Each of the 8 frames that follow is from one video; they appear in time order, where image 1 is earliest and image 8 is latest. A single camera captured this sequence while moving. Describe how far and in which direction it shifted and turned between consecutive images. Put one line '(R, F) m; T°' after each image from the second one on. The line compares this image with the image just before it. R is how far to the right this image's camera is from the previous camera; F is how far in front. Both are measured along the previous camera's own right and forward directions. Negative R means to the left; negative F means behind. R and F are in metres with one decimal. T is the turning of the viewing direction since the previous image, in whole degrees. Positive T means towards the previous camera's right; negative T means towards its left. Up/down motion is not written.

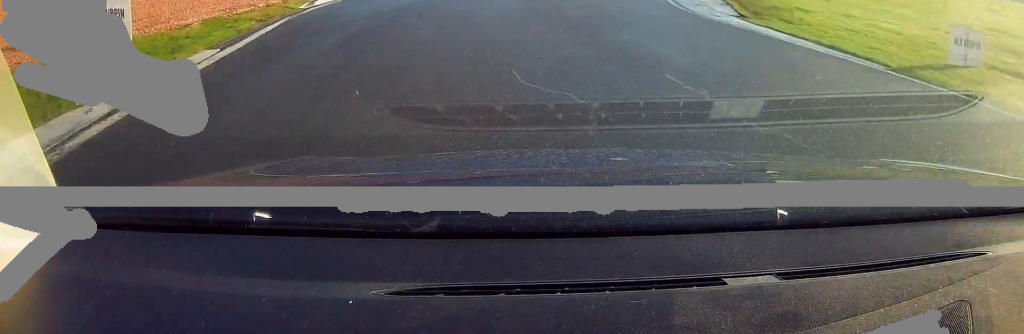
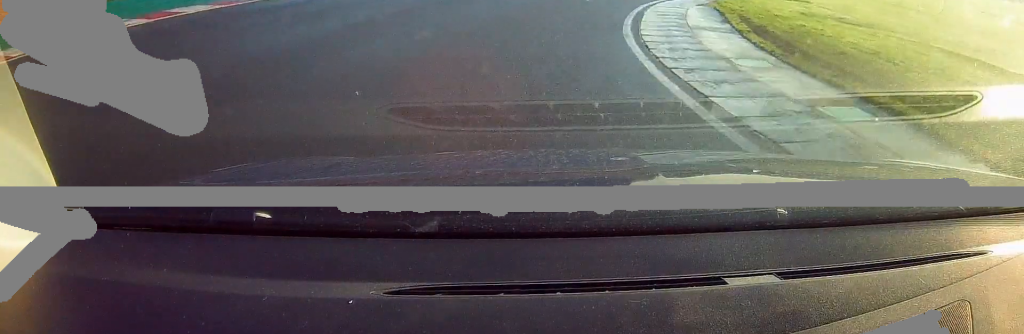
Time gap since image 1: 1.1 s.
(+1.9, +18.2) m; +12°
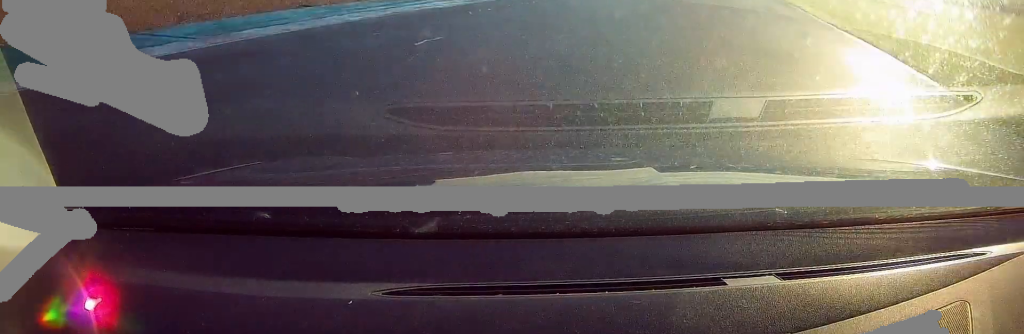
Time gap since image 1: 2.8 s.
(+4.3, +29.5) m; +16°
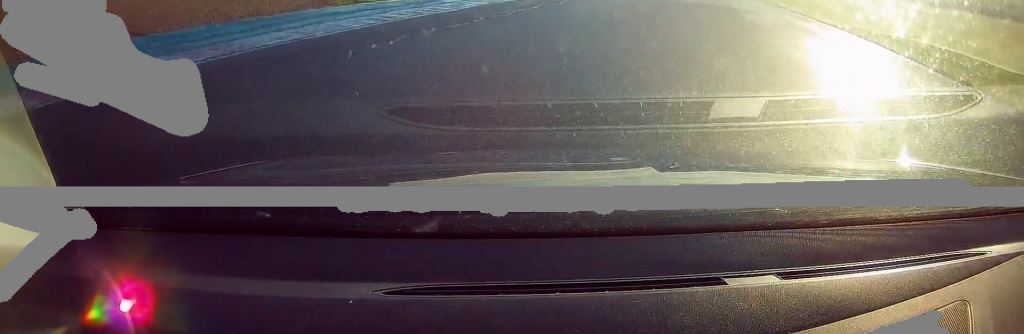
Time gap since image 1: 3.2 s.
(+0.2, +7.7) m; +4°
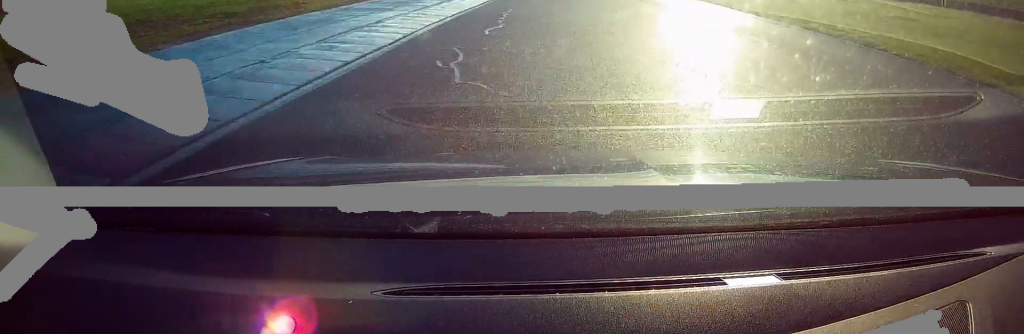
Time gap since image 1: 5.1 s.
(+5.7, +35.5) m; +16°
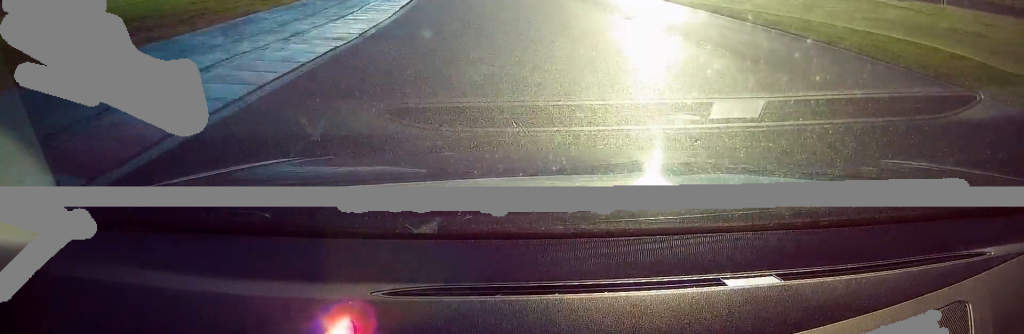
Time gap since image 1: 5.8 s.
(+0.5, +12.9) m; +4°
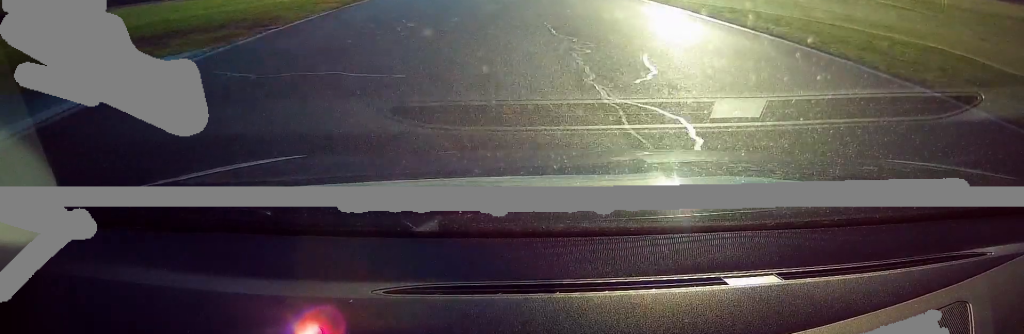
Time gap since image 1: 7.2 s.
(+1.3, +26.0) m; +2°
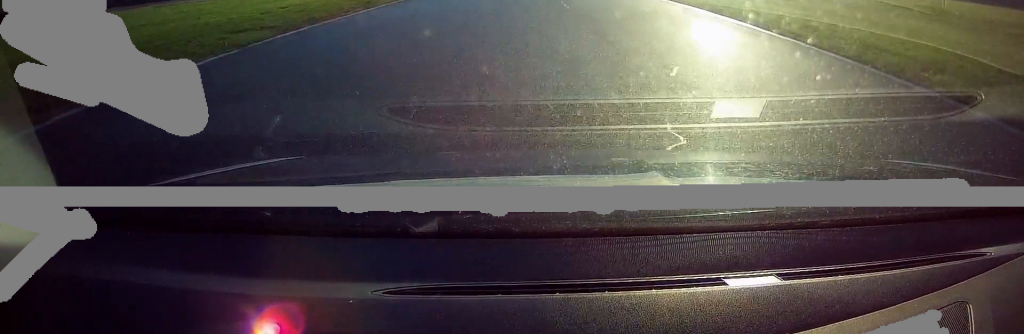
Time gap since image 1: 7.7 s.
(+0.1, +9.3) m; -1°
